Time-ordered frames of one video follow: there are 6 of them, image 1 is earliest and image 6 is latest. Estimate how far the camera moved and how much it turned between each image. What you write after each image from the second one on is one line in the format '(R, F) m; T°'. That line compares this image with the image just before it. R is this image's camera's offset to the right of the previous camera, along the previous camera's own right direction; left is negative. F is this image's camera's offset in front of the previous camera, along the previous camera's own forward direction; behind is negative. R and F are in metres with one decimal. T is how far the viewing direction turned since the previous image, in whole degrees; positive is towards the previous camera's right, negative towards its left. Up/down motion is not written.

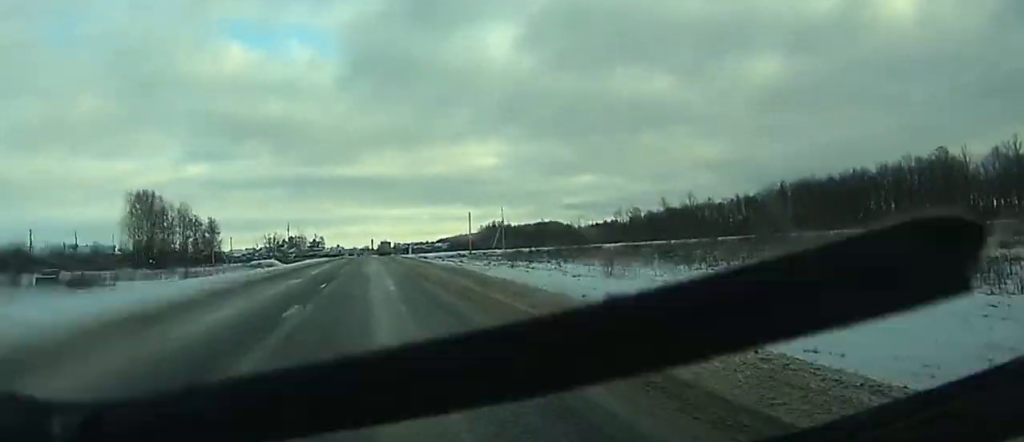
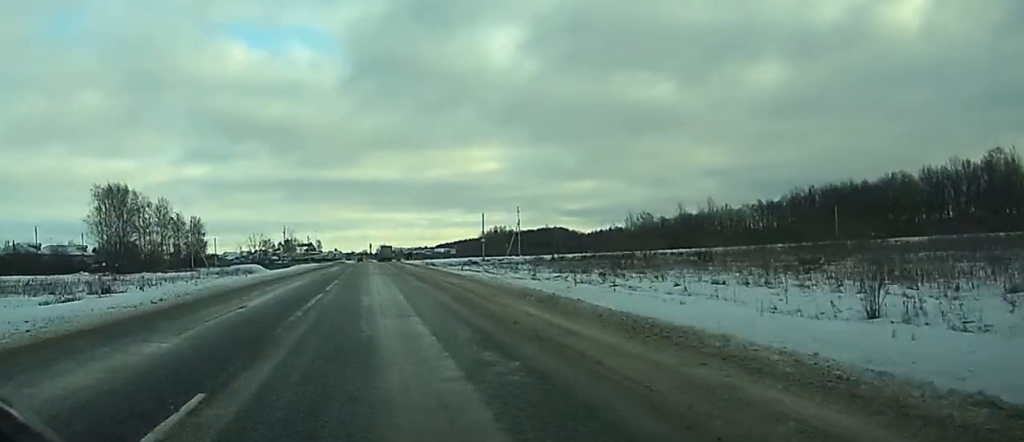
(+0.1, +23.3) m; +1°
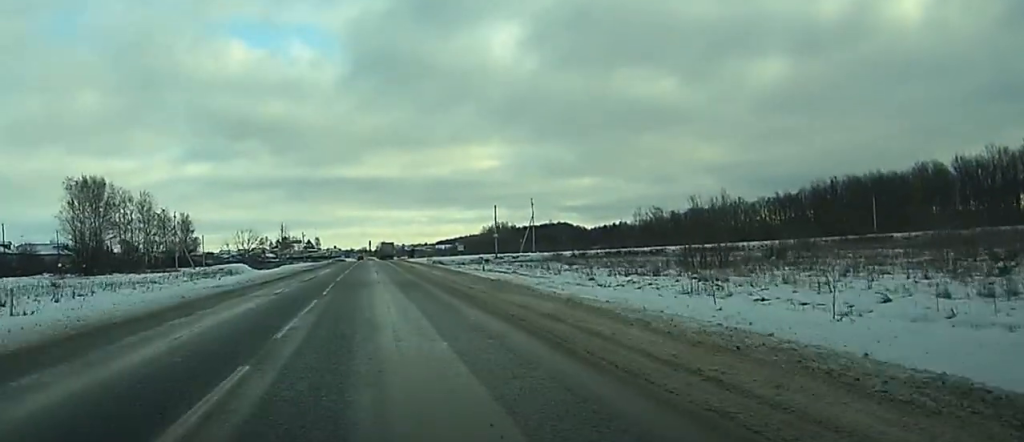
(+0.1, +16.3) m; 0°
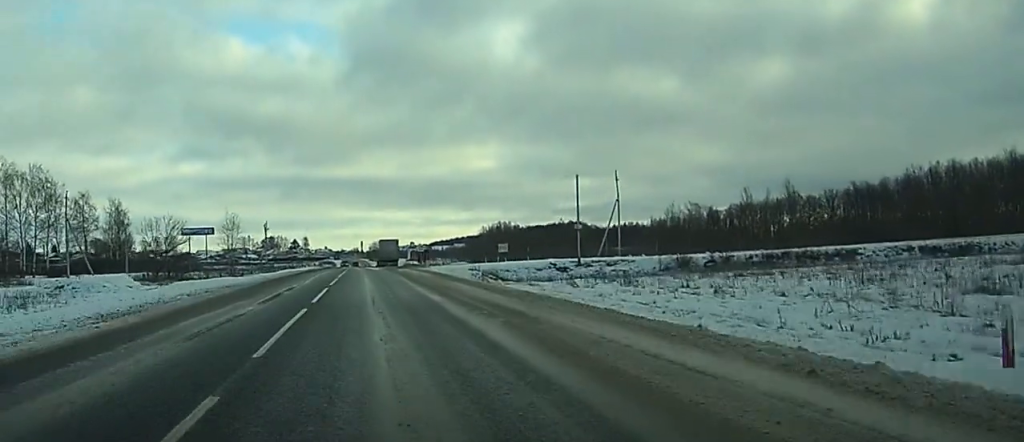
(0.0, +62.4) m; 0°
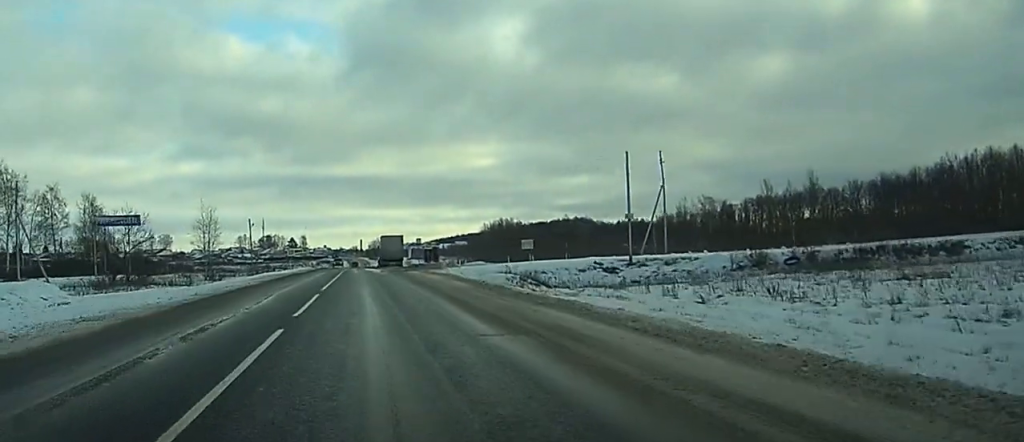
(+0.1, +17.5) m; 0°
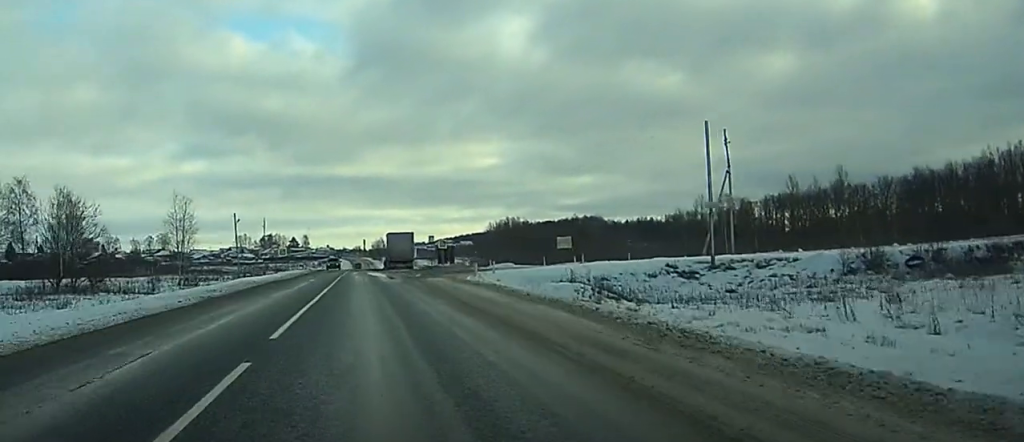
(0.0, +16.5) m; 0°
